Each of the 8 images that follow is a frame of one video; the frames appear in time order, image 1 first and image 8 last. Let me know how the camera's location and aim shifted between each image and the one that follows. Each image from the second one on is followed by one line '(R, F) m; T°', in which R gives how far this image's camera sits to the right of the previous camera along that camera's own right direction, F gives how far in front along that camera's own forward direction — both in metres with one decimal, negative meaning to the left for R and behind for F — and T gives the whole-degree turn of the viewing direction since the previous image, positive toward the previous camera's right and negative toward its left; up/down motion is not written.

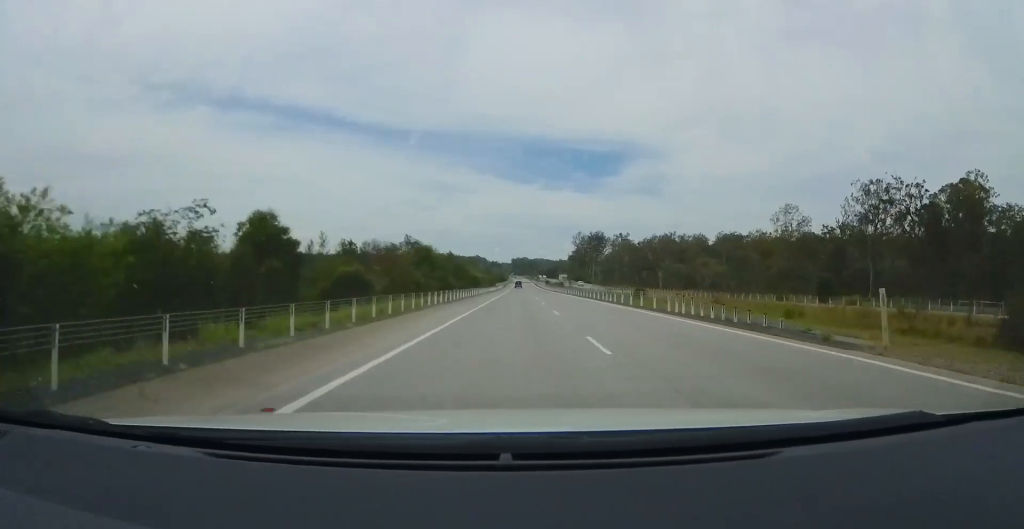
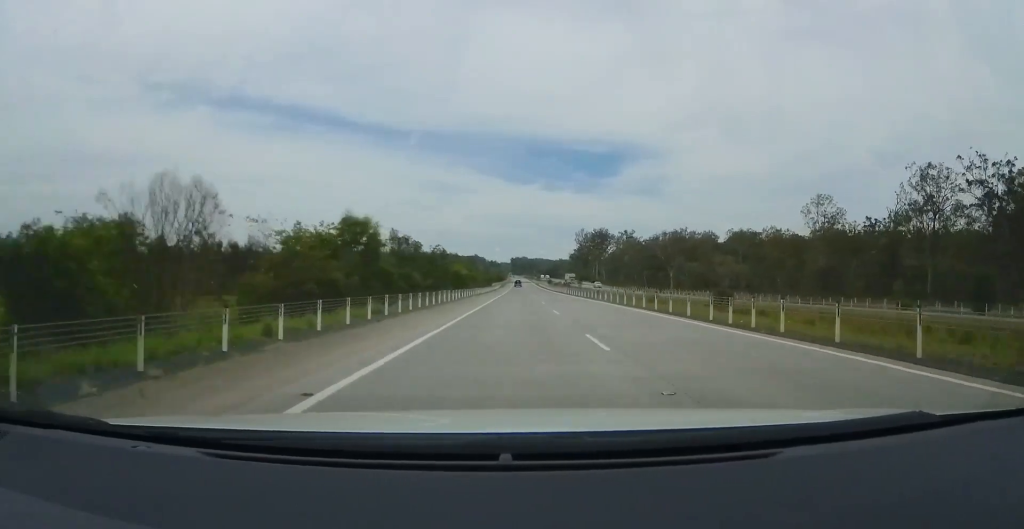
(-0.3, +23.2) m; -1°
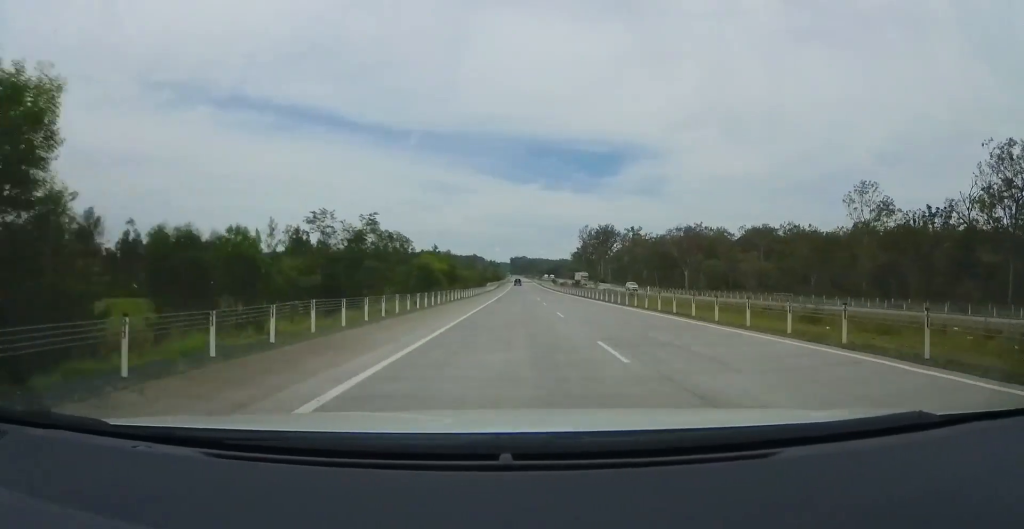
(-0.1, +25.5) m; 0°
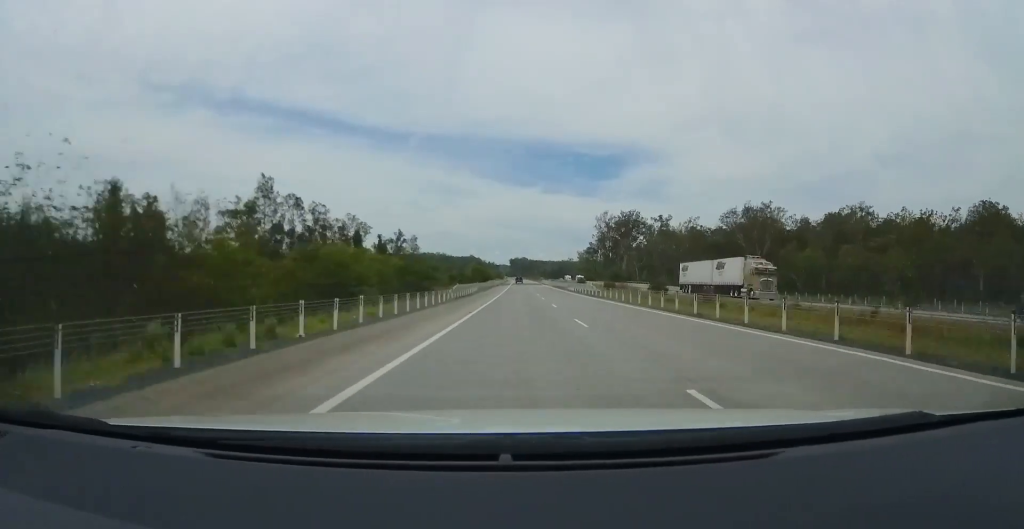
(+0.3, +75.7) m; -1°
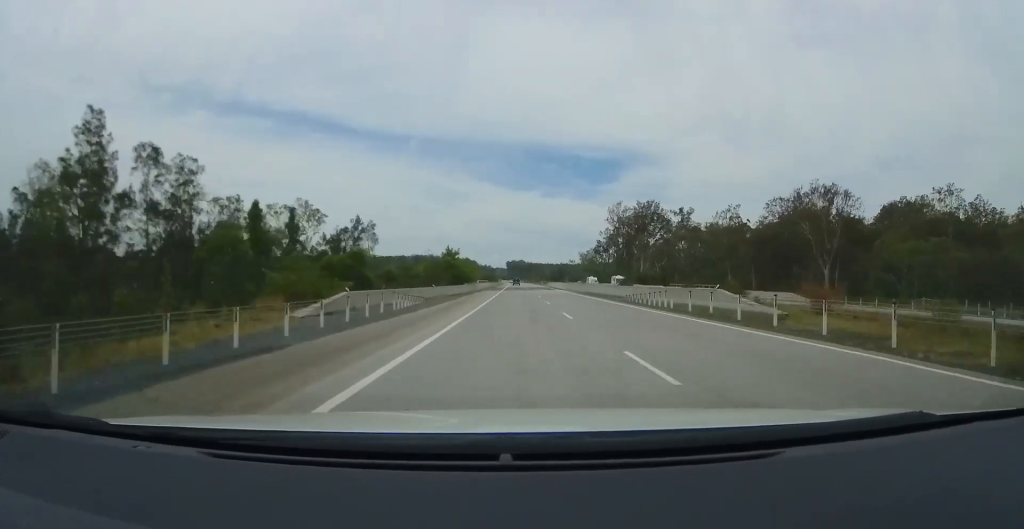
(+0.2, +44.8) m; +1°
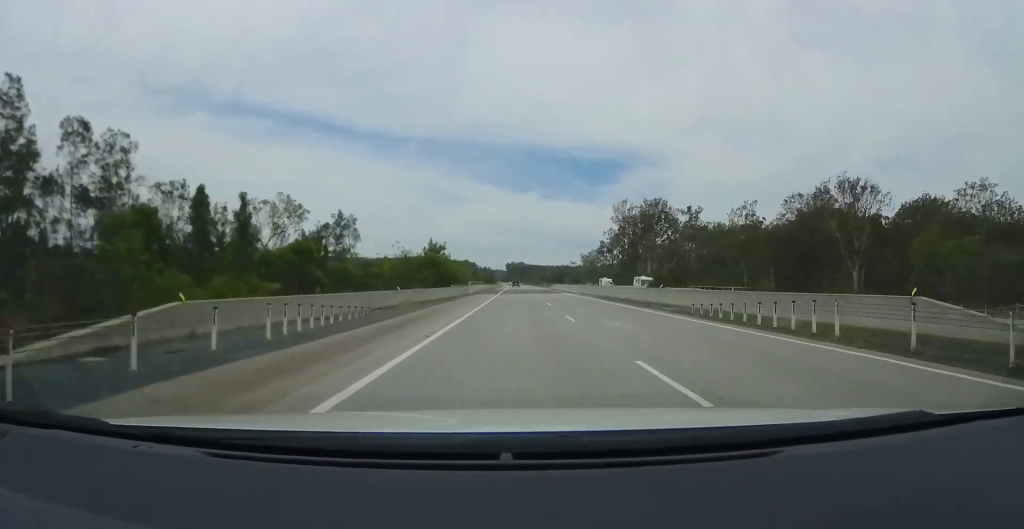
(+0.1, +13.3) m; 0°
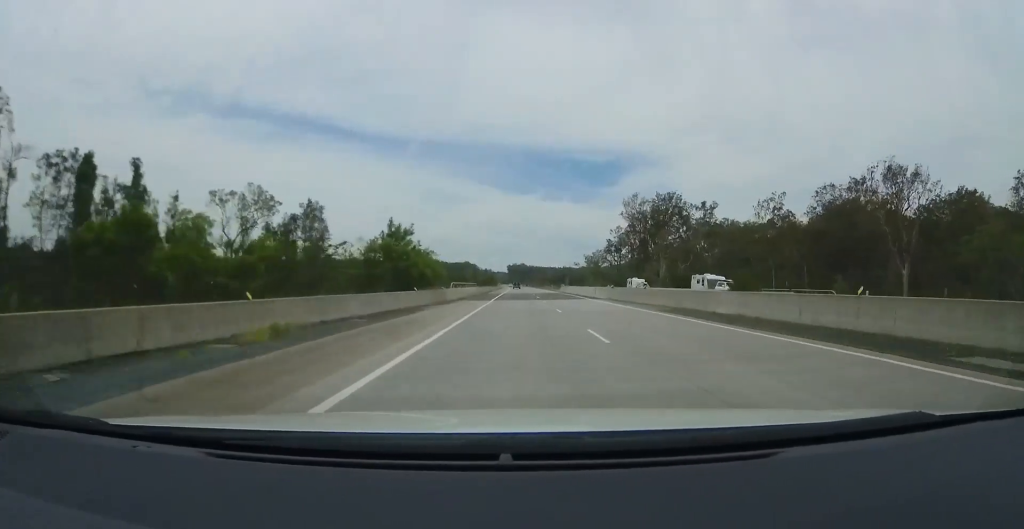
(+0.1, +18.2) m; 0°
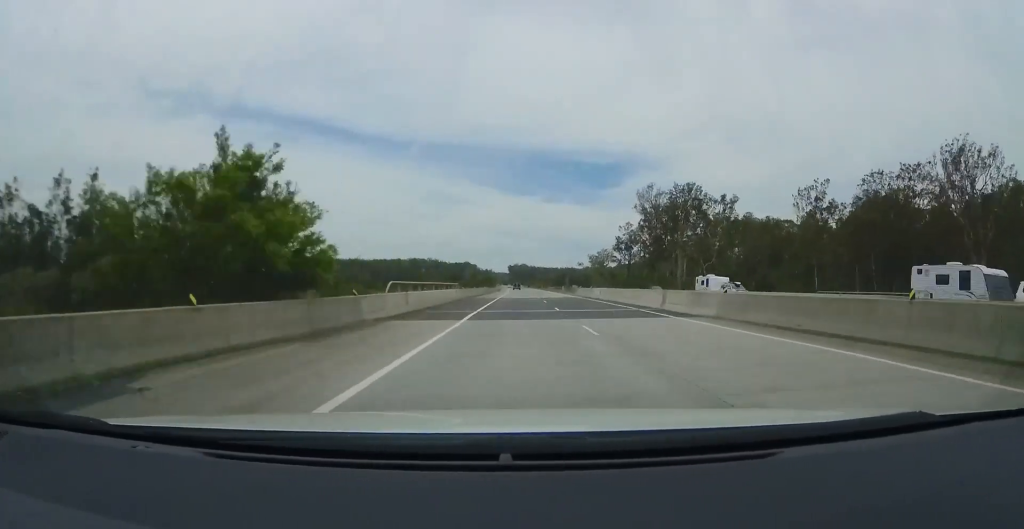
(-0.4, +21.8) m; +1°
